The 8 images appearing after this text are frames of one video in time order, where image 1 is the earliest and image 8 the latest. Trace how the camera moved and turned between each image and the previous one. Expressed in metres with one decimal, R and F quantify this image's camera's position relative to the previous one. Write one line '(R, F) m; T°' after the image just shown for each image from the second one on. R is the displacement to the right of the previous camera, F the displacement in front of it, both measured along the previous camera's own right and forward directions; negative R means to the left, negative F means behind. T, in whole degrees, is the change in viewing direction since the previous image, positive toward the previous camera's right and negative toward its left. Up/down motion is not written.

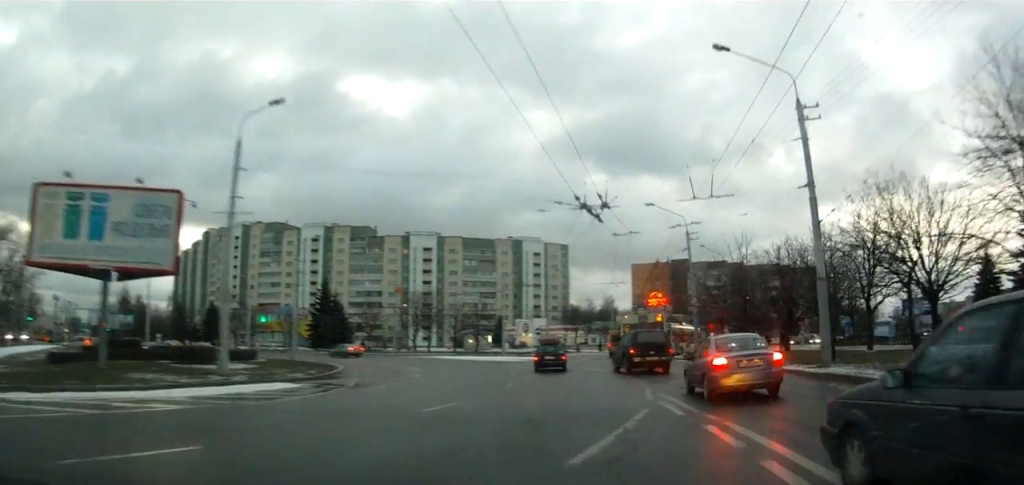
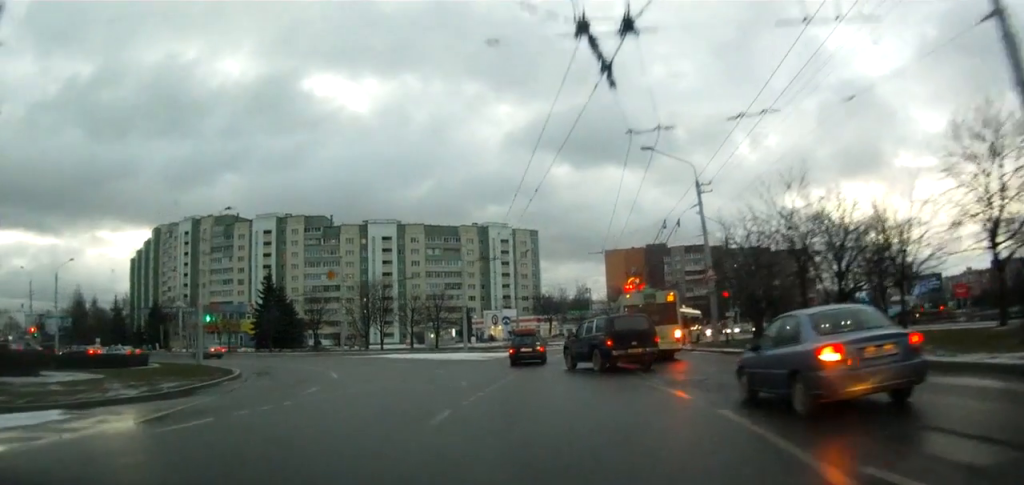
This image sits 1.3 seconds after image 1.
(+0.1, +11.3) m; -3°
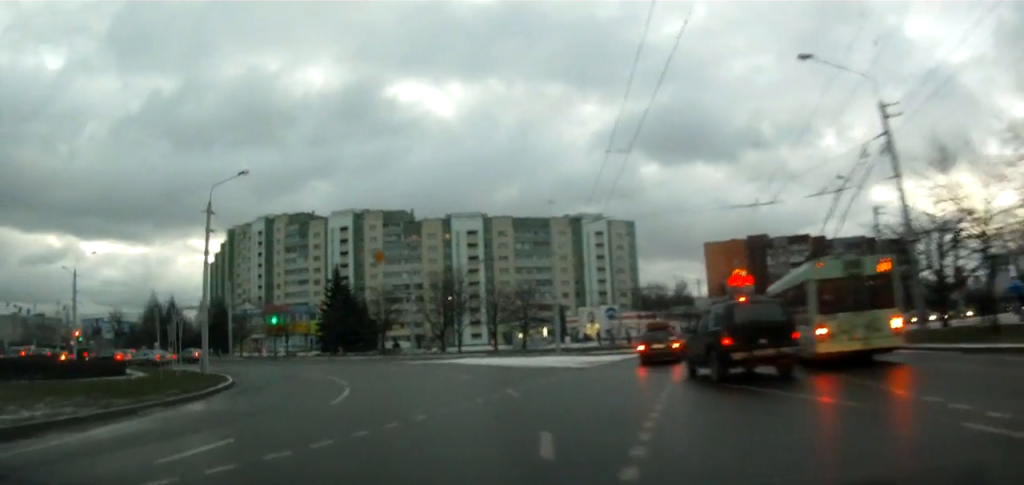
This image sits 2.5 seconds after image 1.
(-0.7, +11.4) m; -7°
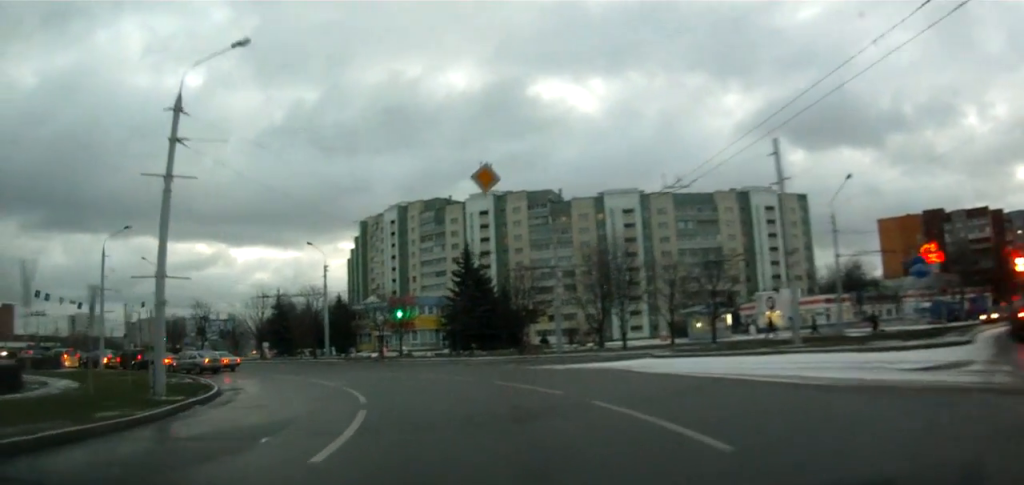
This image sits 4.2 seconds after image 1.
(-1.8, +15.9) m; -16°
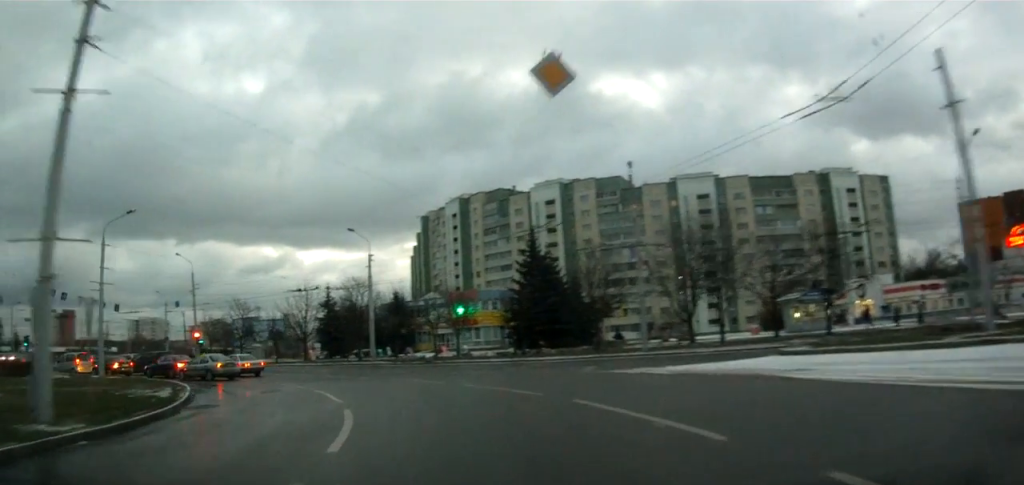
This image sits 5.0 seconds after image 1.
(-0.6, +7.3) m; -7°
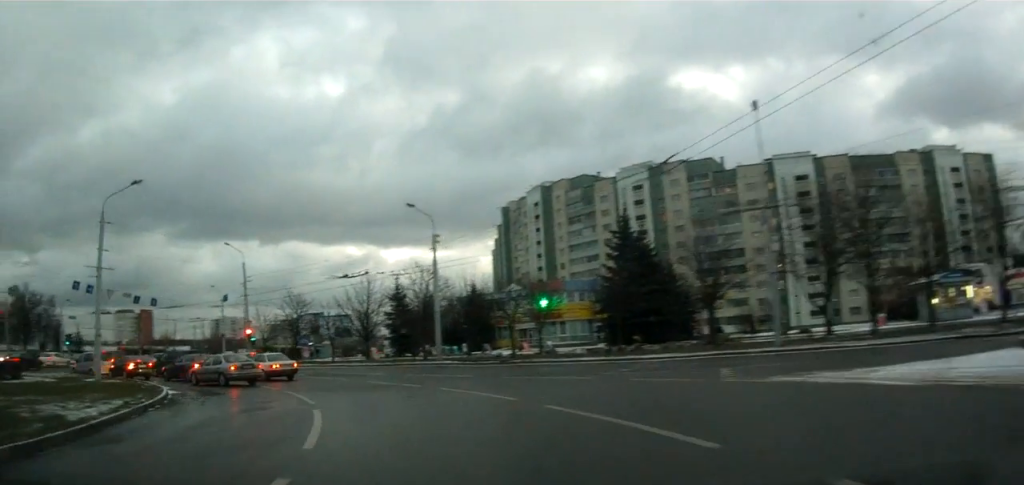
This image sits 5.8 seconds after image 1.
(-0.5, +7.6) m; -5°
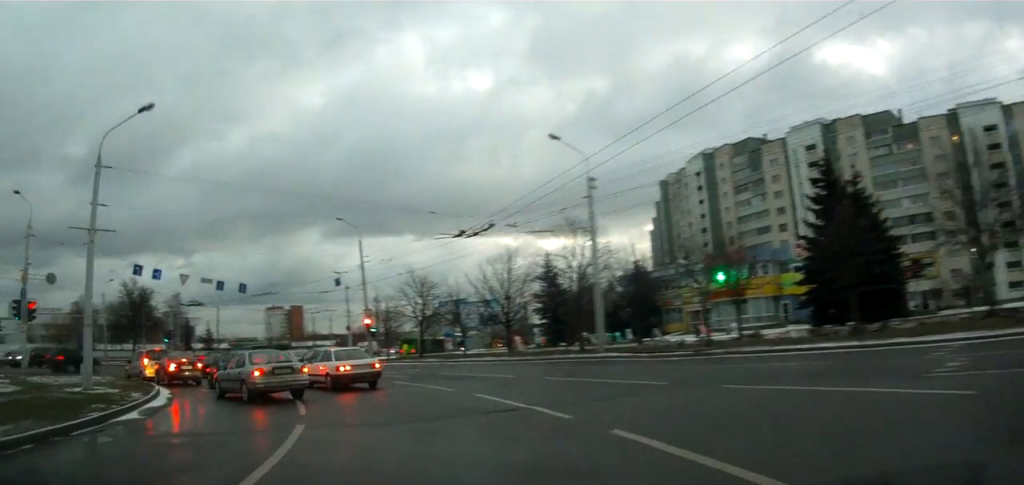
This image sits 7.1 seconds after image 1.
(-0.5, +10.8) m; -9°
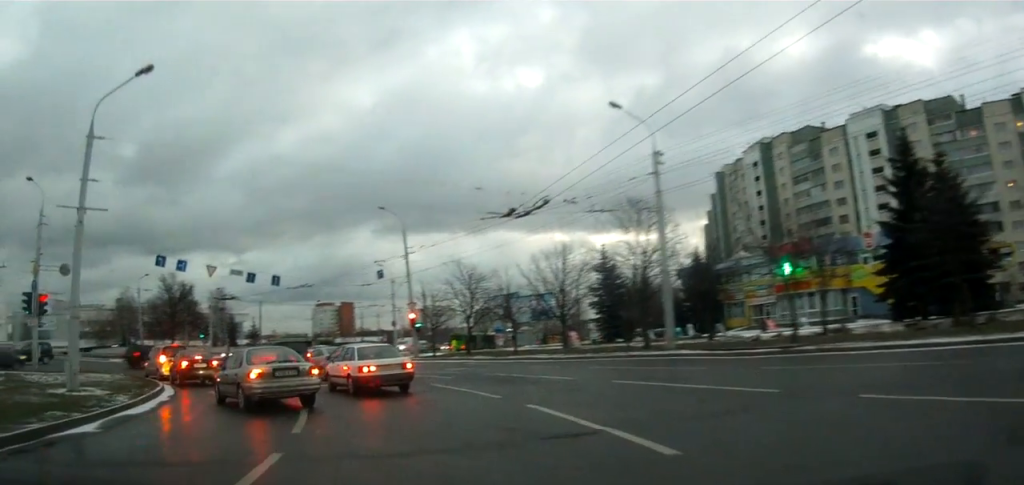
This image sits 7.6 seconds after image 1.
(0.0, +3.4) m; -5°
